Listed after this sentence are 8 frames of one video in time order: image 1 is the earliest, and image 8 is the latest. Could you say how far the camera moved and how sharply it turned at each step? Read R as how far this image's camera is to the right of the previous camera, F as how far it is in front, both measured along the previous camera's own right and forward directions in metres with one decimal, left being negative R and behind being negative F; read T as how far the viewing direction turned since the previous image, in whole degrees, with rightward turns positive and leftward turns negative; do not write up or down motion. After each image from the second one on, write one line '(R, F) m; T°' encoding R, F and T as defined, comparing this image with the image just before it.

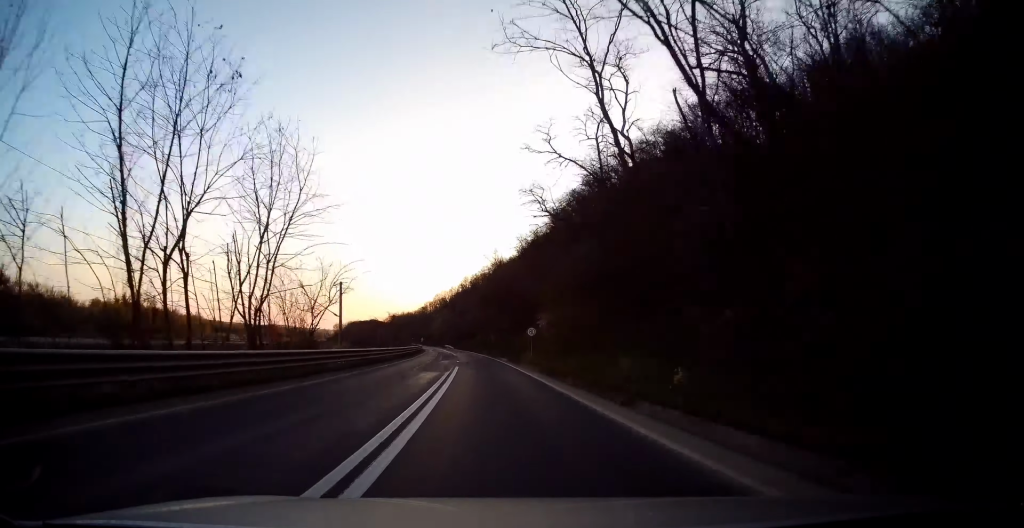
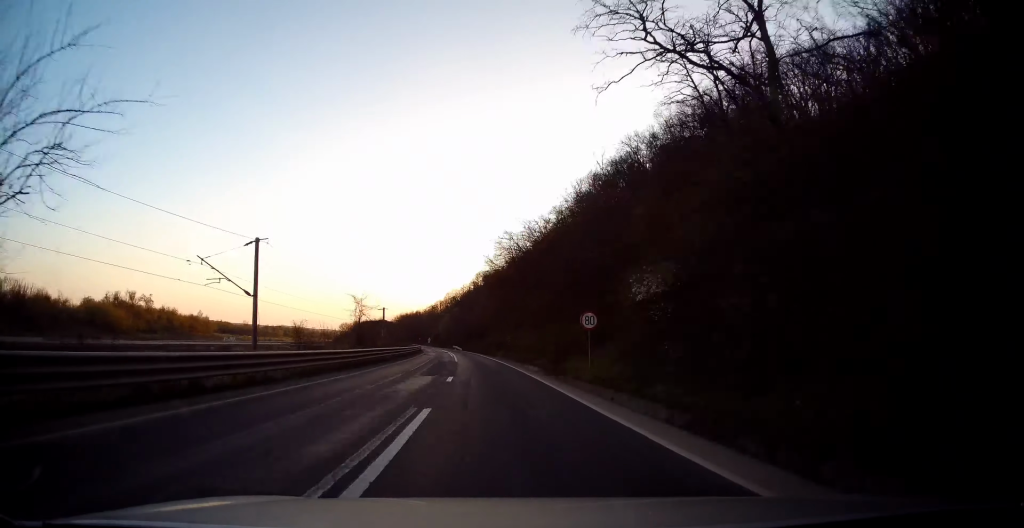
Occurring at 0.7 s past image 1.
(+0.2, +19.5) m; -1°
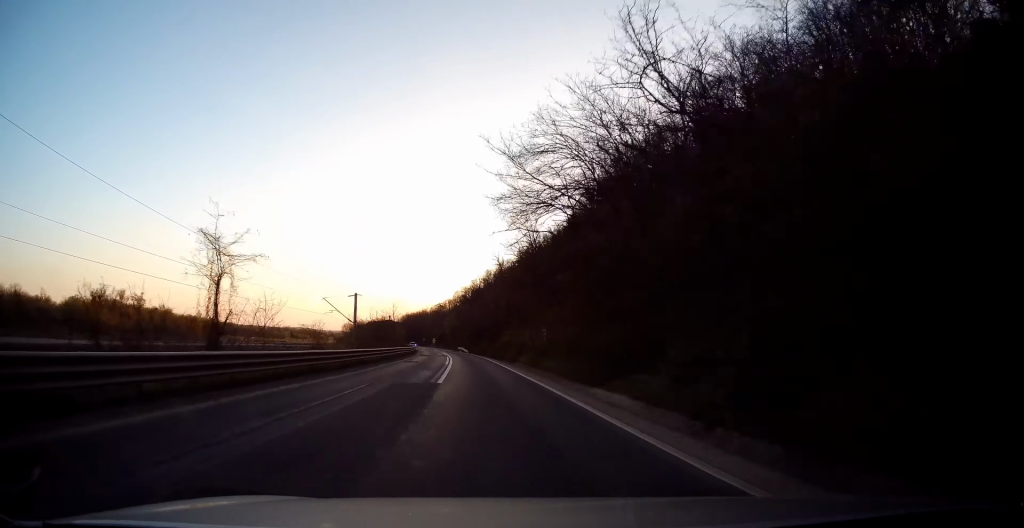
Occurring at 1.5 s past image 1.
(-0.3, +21.3) m; -2°
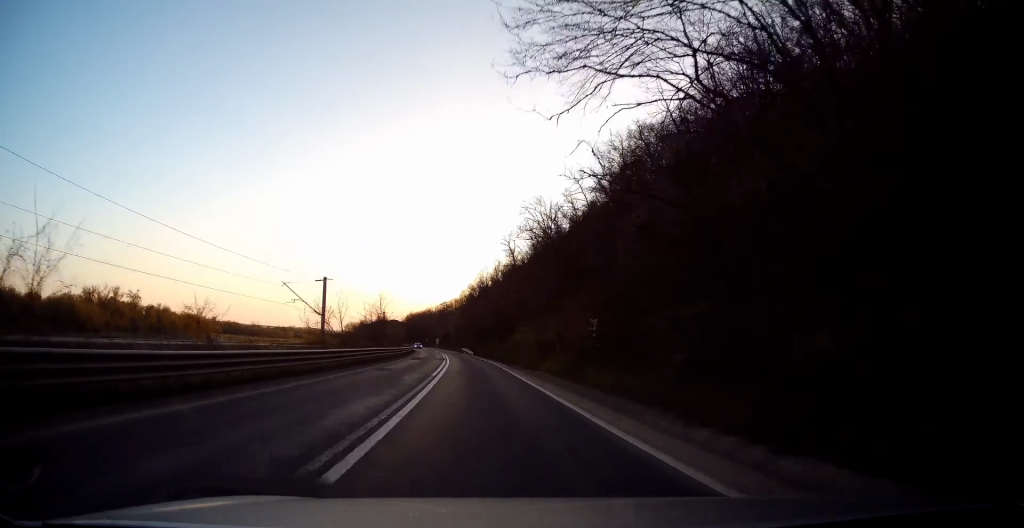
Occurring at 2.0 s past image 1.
(-0.3, +12.5) m; -1°
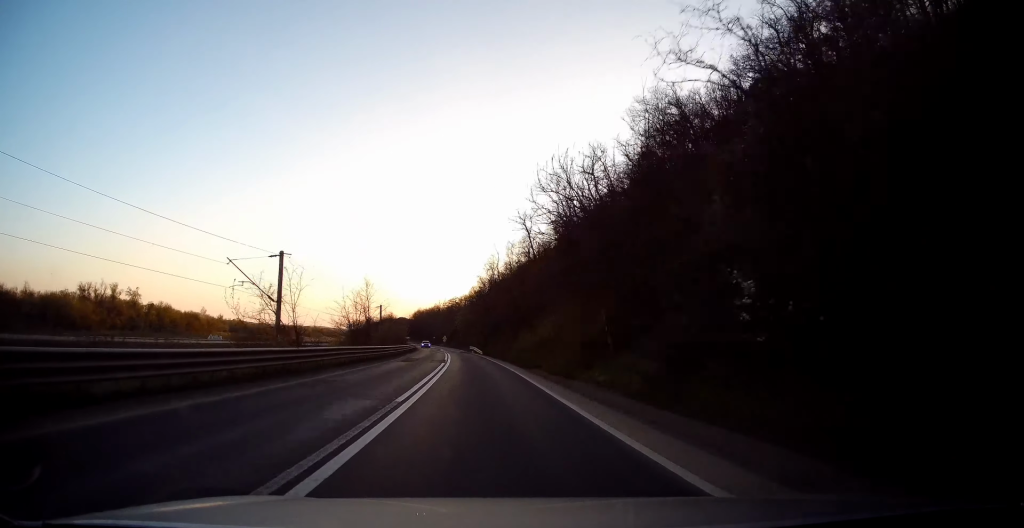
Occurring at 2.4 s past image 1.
(0.0, +10.9) m; -1°
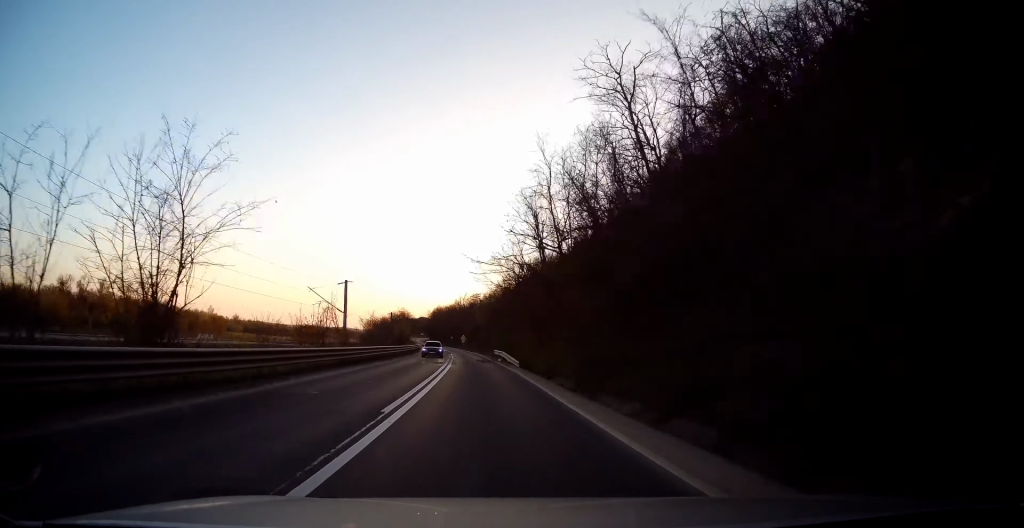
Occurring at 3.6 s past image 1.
(-0.6, +32.1) m; -3°
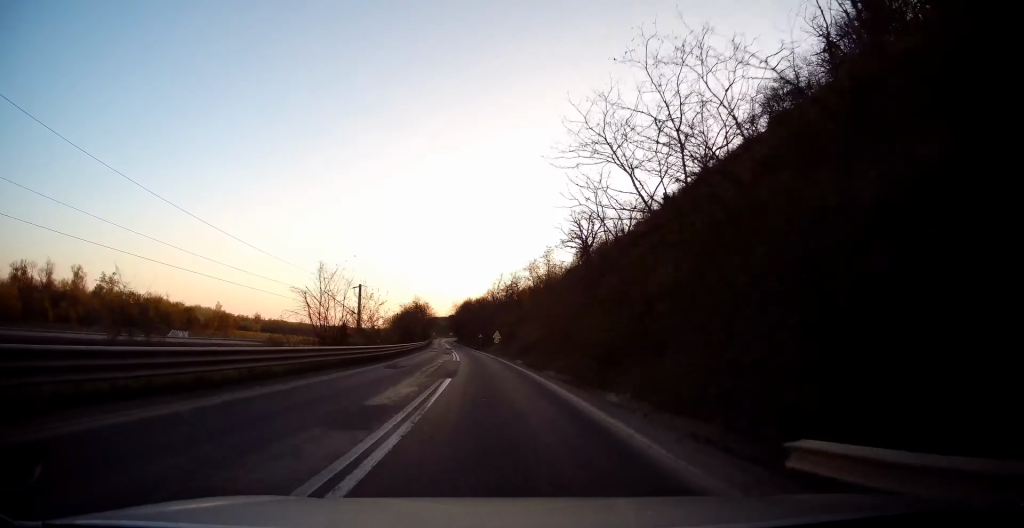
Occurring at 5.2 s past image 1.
(-1.5, +46.7) m; -3°
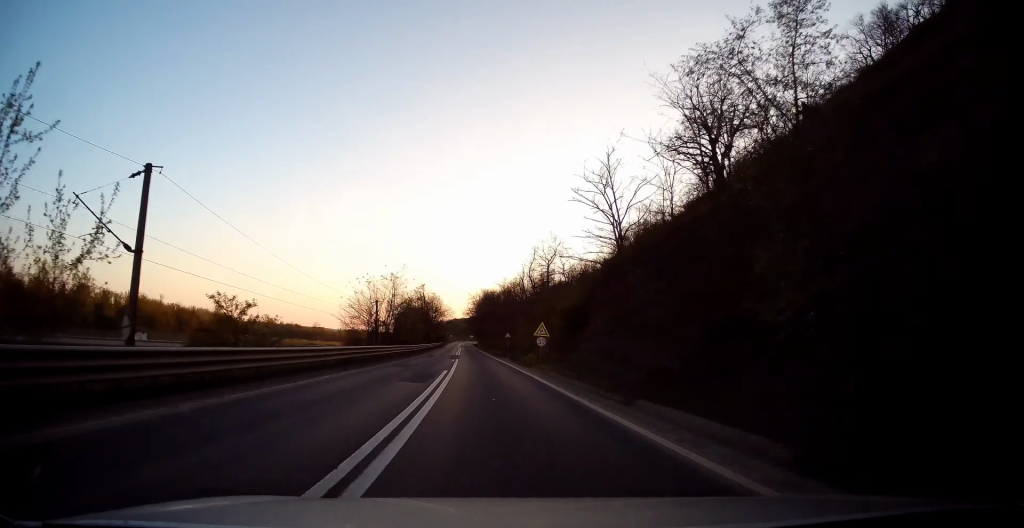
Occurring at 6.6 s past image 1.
(-1.3, +36.8) m; -3°
